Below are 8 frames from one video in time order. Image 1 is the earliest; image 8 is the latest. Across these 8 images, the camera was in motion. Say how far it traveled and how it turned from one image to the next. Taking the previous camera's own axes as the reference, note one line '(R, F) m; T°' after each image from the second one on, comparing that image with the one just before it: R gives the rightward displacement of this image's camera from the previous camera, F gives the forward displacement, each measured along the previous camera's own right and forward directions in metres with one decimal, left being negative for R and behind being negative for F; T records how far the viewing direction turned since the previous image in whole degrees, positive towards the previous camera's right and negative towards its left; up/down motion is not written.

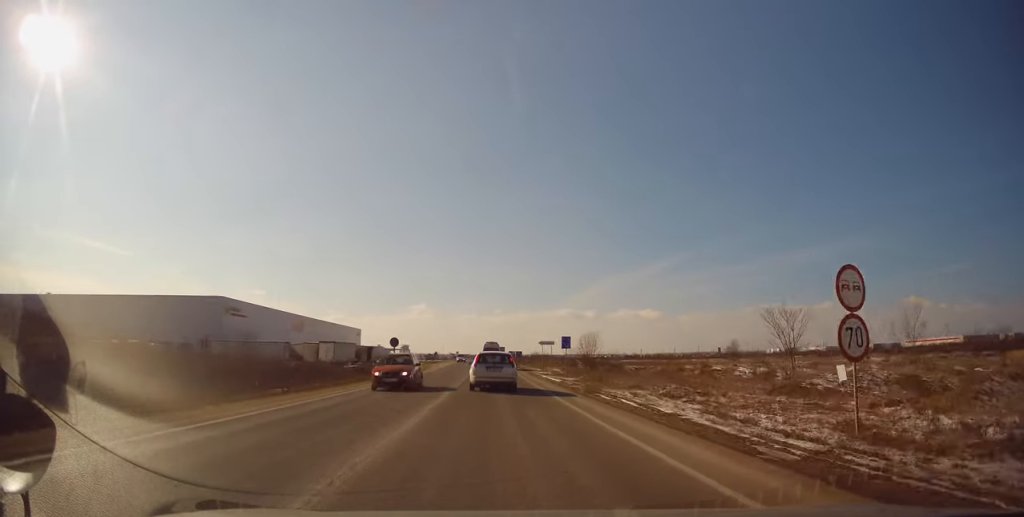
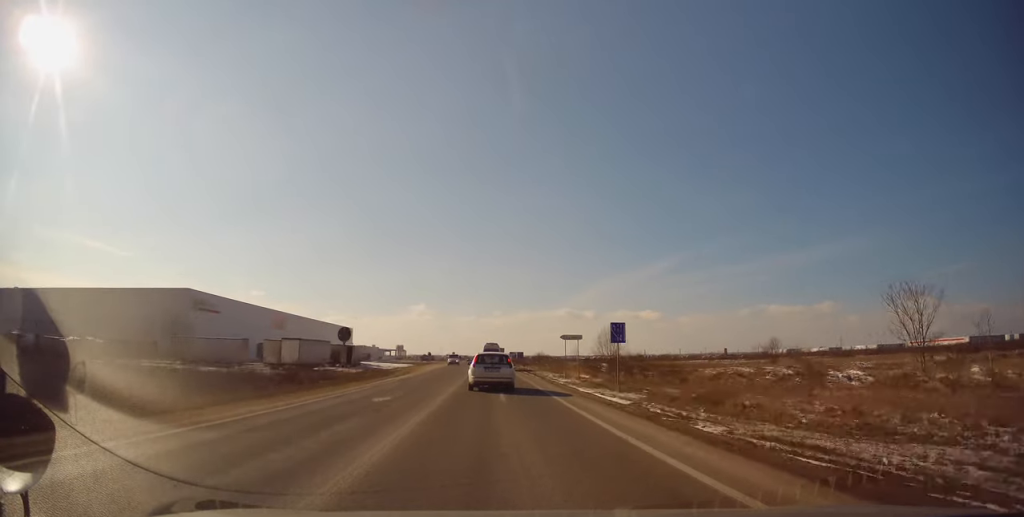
(+0.3, +15.5) m; 0°
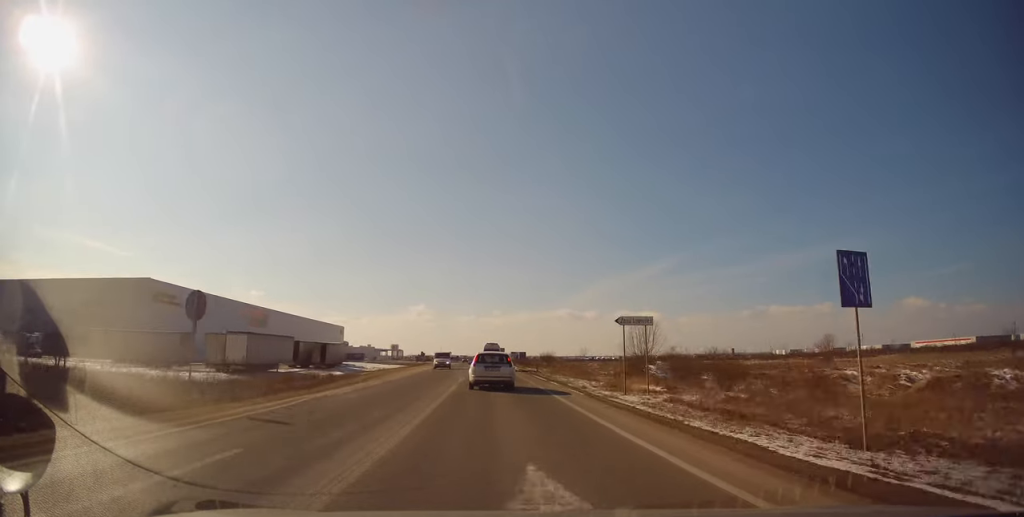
(-0.1, +15.6) m; 0°
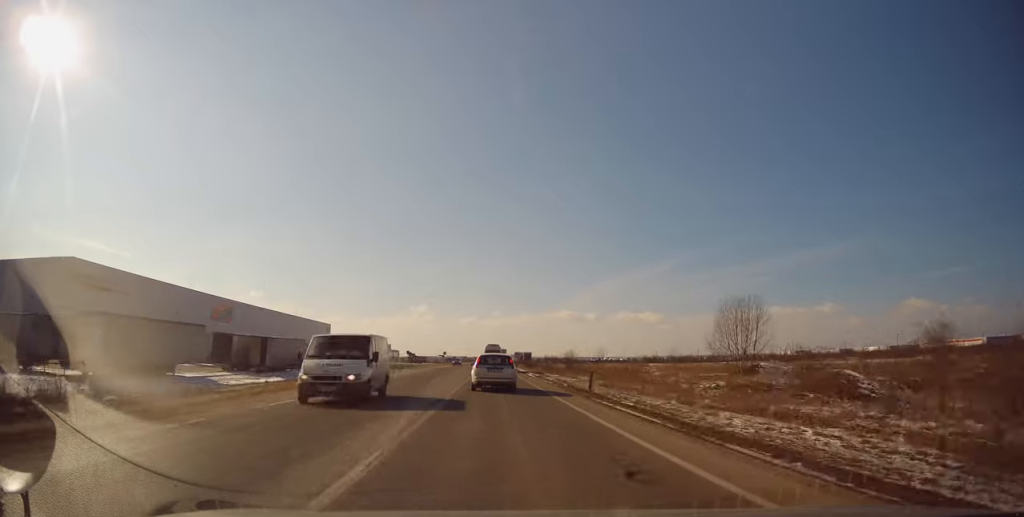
(0.0, +22.5) m; 0°
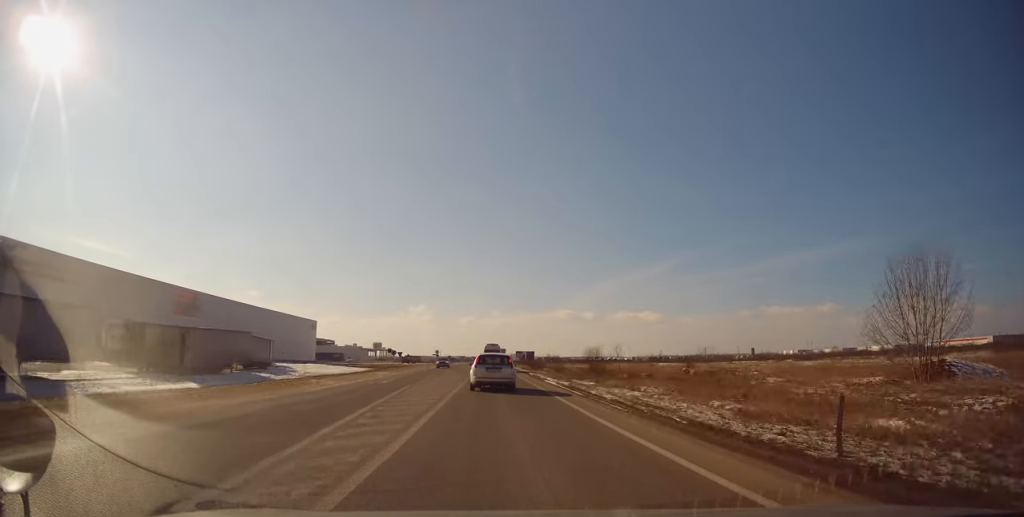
(+0.2, +16.6) m; 0°
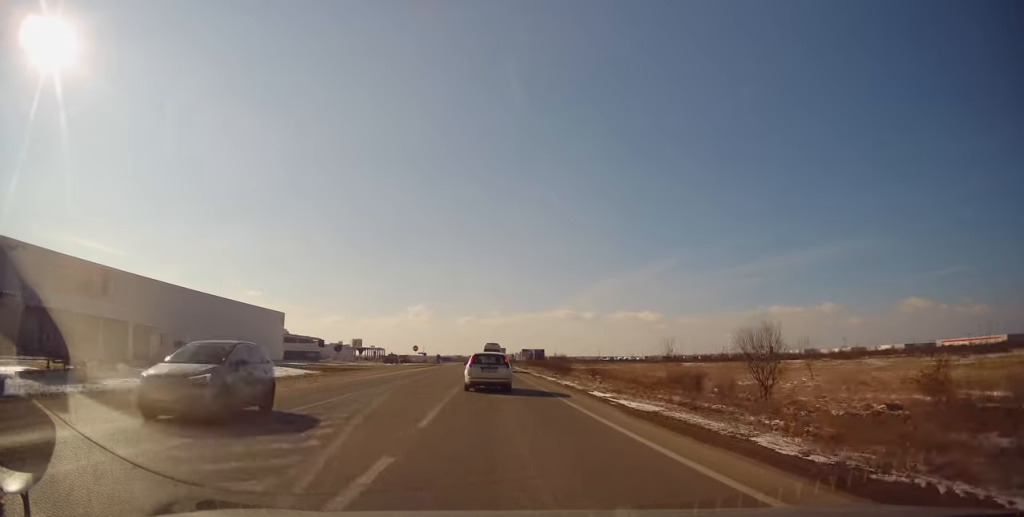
(-0.6, +32.7) m; -1°
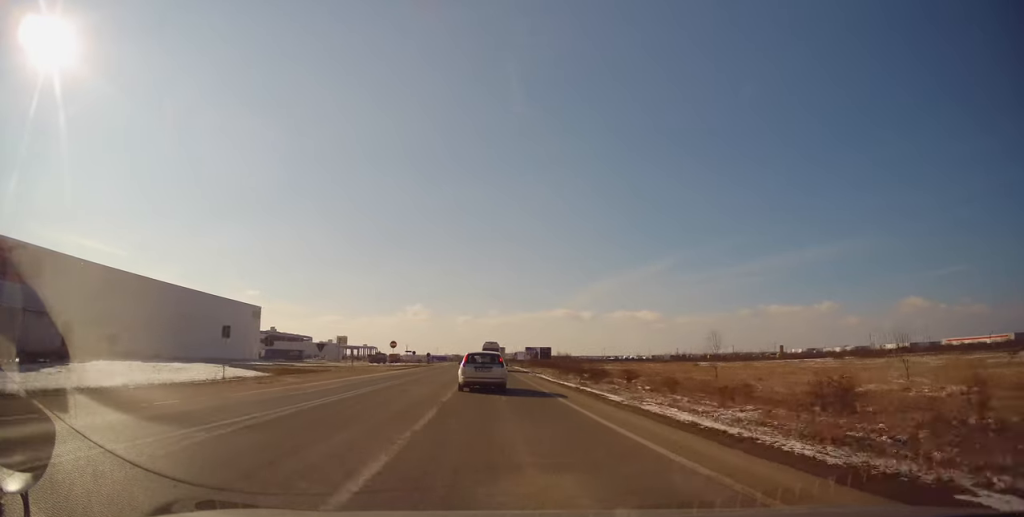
(0.0, +17.5) m; +1°
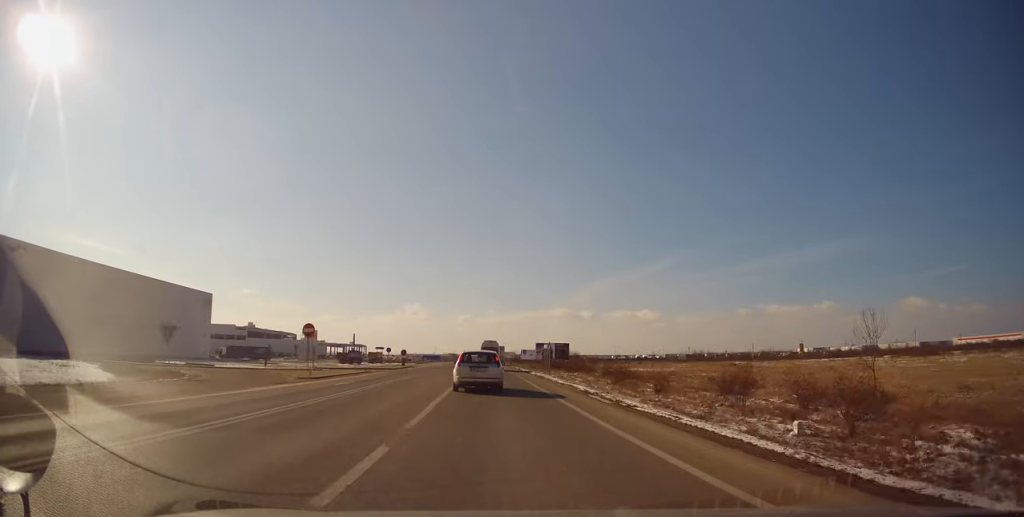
(+0.4, +28.7) m; +1°
